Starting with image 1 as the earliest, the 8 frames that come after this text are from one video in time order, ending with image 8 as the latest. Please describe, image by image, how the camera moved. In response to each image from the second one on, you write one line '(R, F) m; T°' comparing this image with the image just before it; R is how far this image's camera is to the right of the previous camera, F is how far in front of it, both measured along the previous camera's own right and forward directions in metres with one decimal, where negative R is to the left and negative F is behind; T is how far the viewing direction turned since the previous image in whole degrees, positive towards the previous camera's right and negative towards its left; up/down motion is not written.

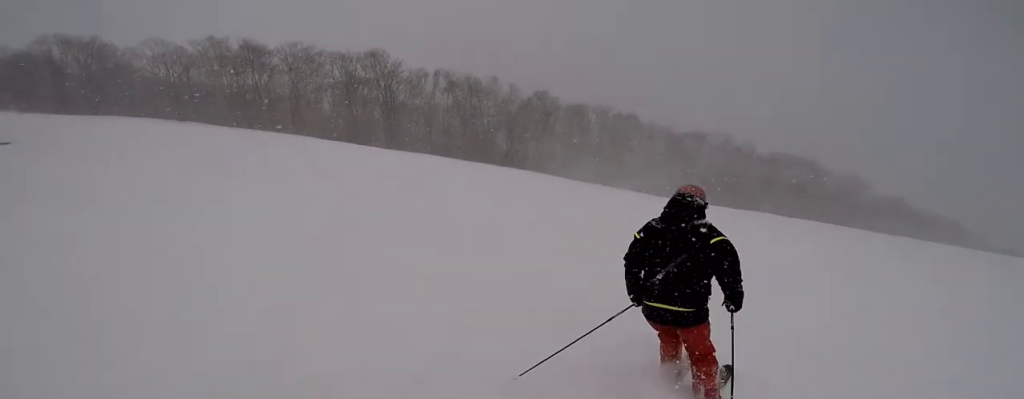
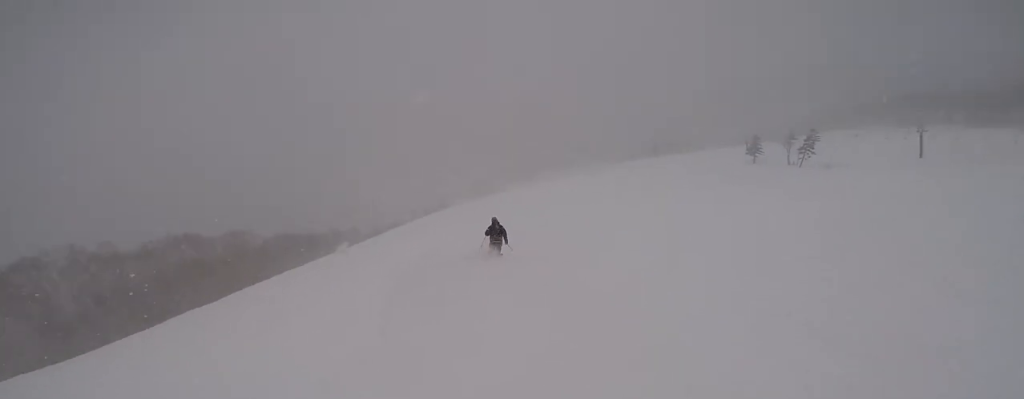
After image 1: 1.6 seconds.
(+1.8, +8.6) m; +42°
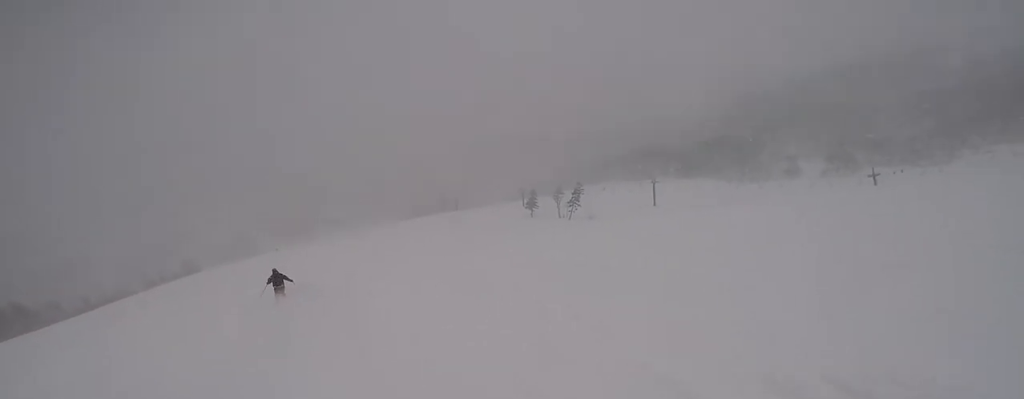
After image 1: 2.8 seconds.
(+2.7, +7.2) m; +28°
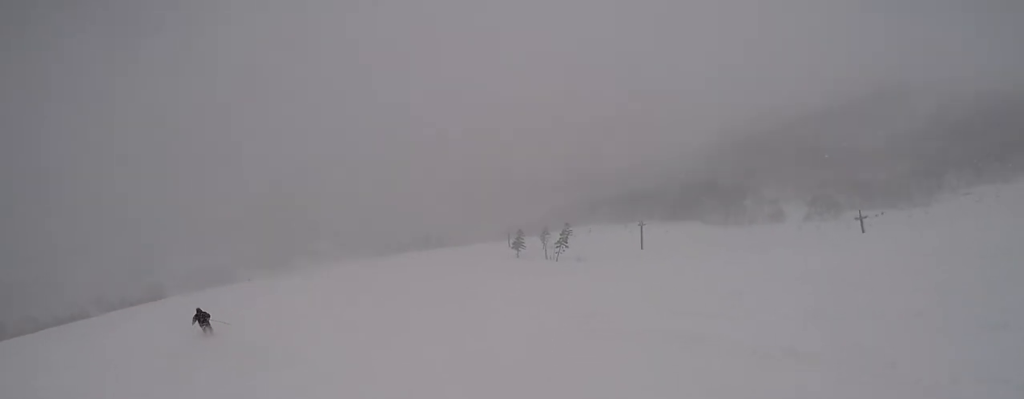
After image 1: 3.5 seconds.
(-0.2, +3.7) m; +12°
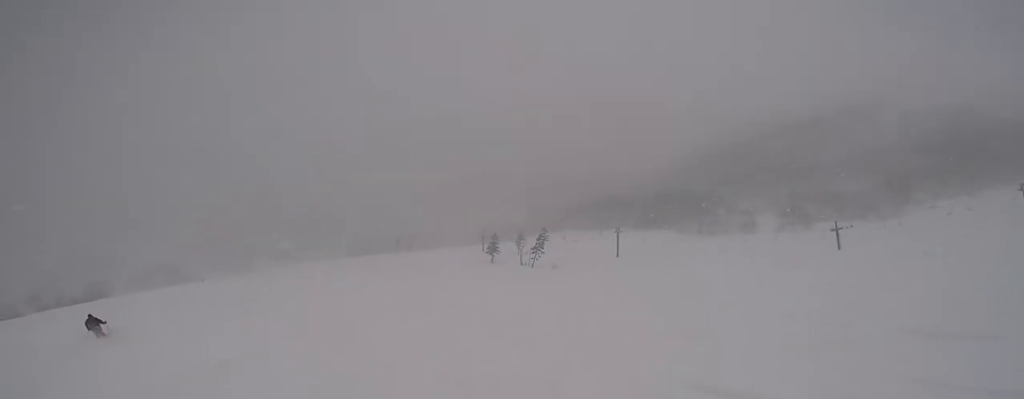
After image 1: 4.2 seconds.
(+1.0, +4.0) m; +16°
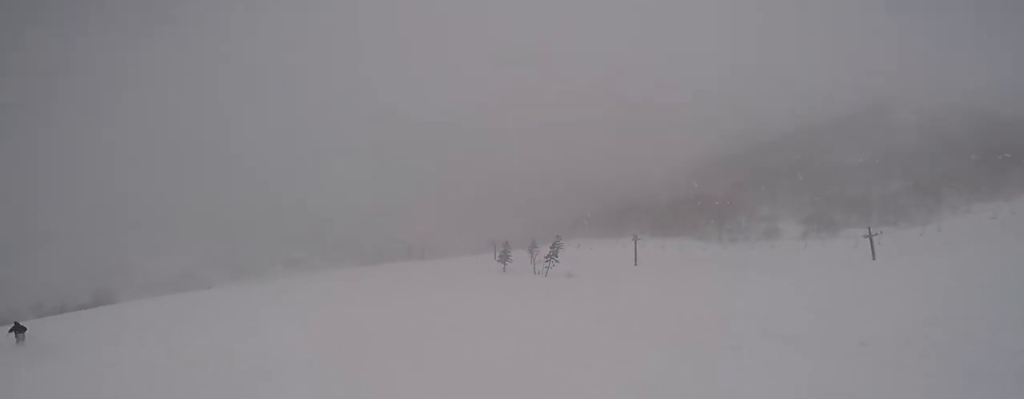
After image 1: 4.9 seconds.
(+0.7, +4.6) m; 0°
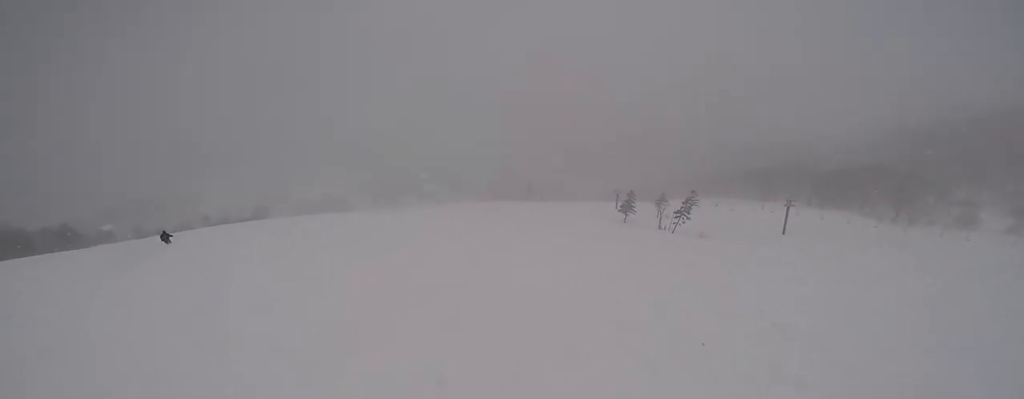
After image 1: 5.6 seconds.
(+0.3, +4.1) m; -12°
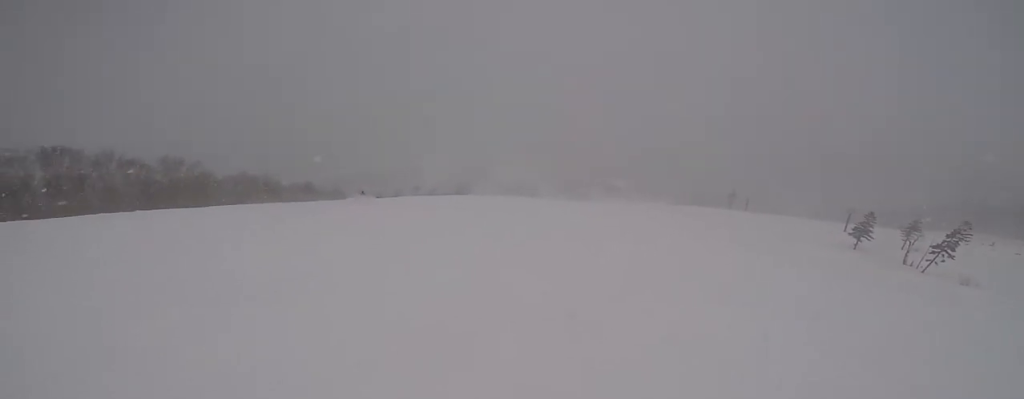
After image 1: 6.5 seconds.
(-1.5, +4.5) m; -22°
